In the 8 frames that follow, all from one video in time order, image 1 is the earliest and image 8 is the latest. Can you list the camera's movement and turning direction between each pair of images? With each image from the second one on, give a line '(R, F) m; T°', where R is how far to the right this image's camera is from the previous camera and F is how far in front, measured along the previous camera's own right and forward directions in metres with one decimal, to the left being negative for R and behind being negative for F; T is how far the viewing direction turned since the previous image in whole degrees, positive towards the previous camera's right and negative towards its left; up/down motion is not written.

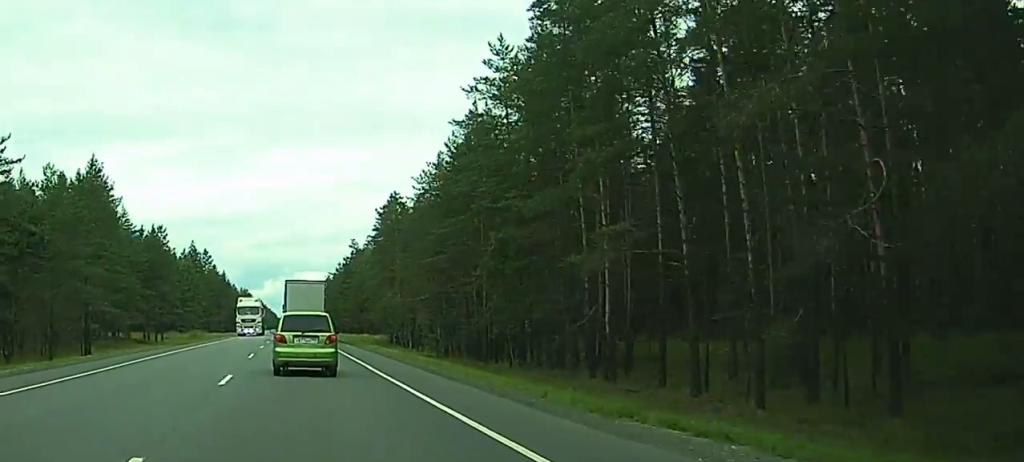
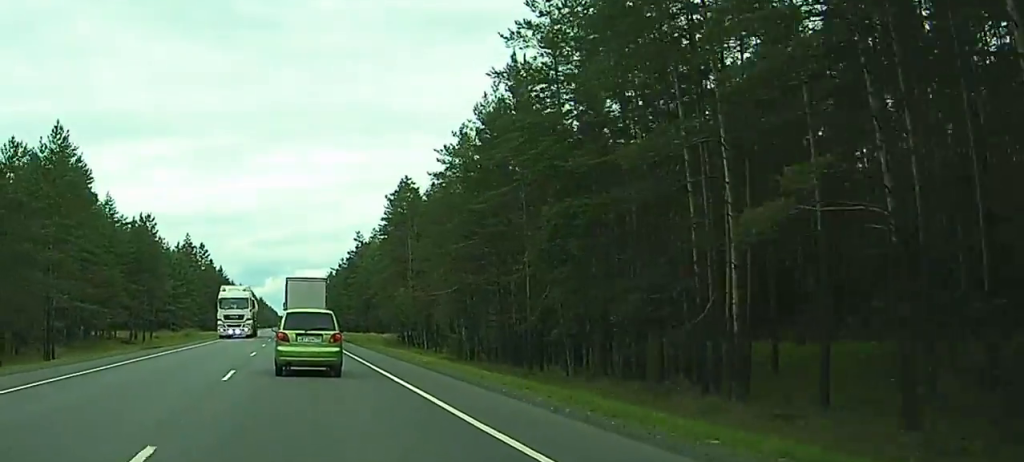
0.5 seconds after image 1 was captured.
(0.0, +11.9) m; 0°
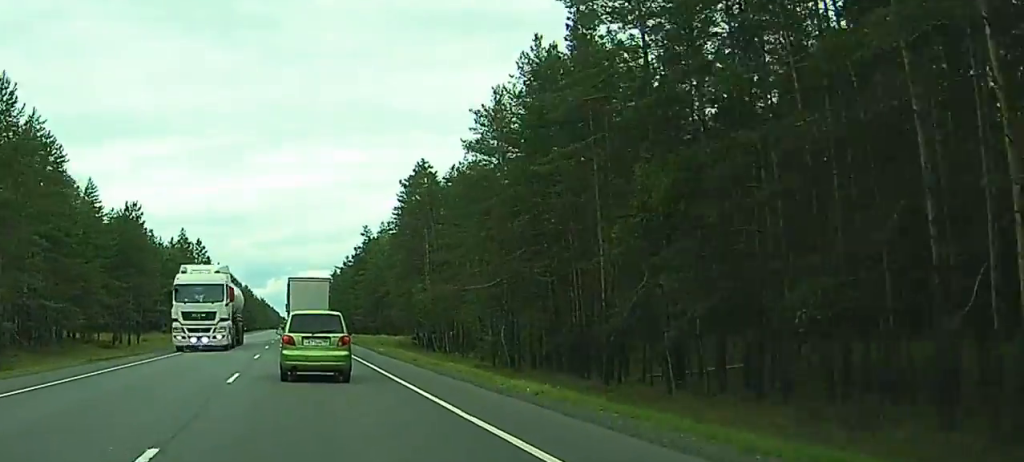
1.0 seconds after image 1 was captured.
(0.0, +12.7) m; 0°
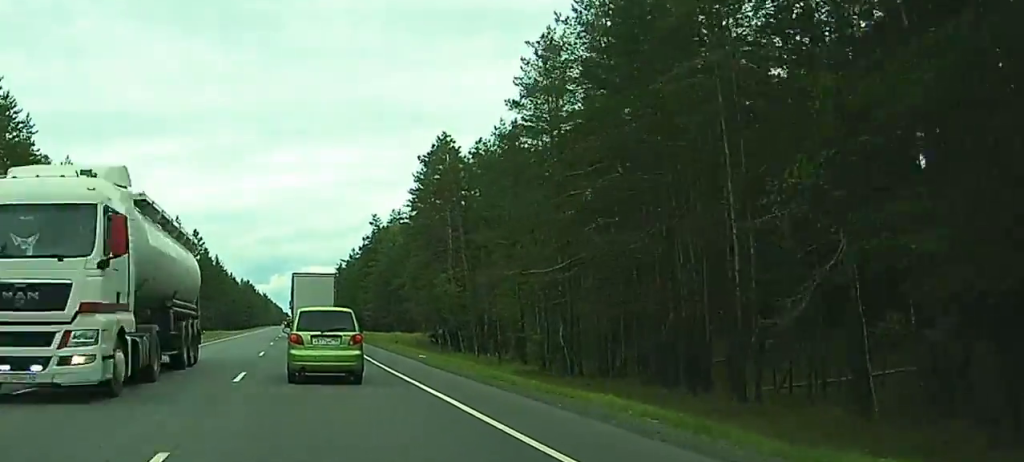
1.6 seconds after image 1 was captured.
(0.0, +12.8) m; 0°
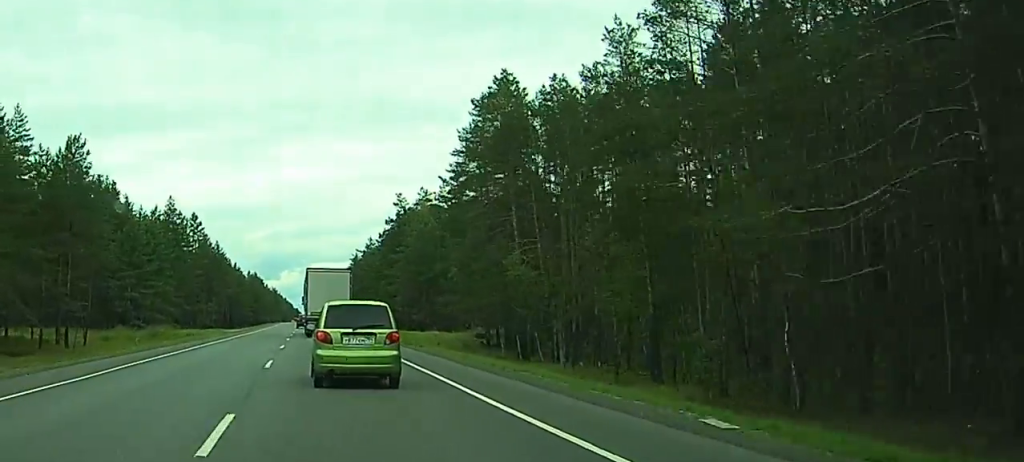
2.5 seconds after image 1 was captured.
(-0.1, +22.5) m; 0°
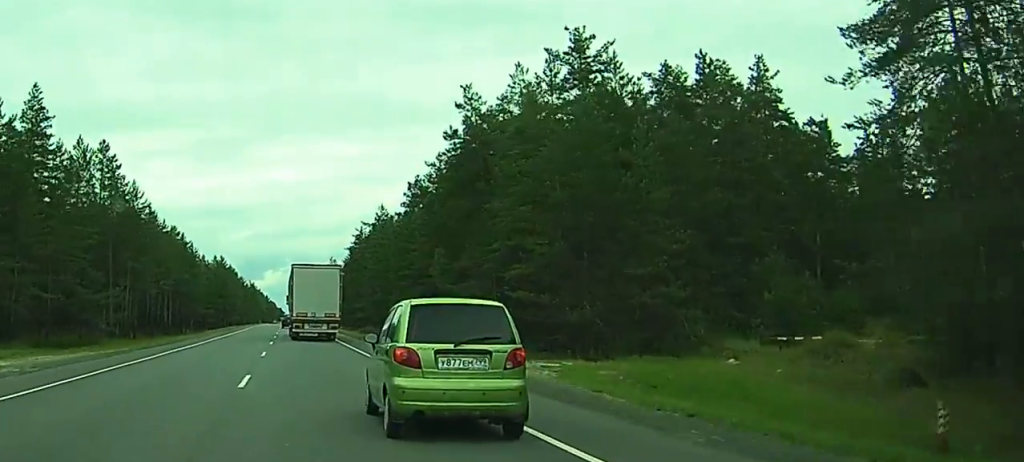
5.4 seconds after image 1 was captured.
(+1.1, +69.2) m; +1°
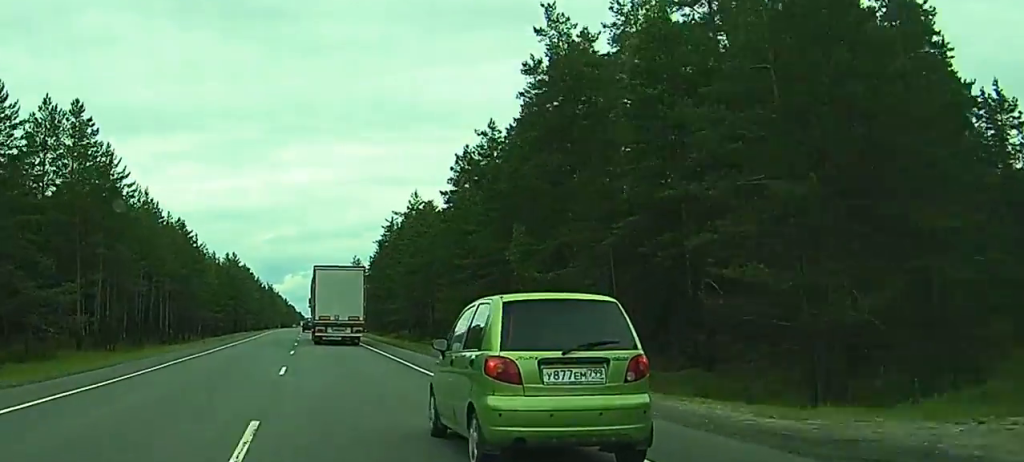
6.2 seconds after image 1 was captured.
(-0.2, +21.0) m; -1°
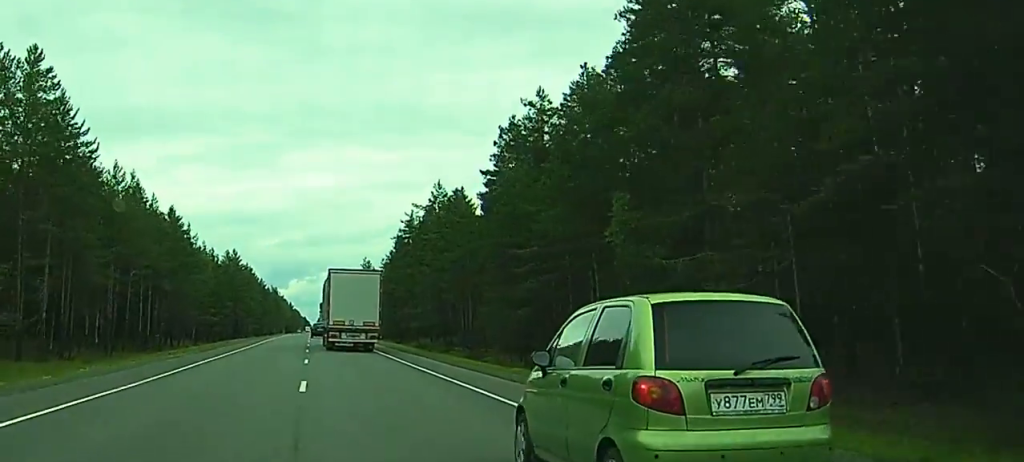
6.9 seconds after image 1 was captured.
(0.0, +16.3) m; 0°
